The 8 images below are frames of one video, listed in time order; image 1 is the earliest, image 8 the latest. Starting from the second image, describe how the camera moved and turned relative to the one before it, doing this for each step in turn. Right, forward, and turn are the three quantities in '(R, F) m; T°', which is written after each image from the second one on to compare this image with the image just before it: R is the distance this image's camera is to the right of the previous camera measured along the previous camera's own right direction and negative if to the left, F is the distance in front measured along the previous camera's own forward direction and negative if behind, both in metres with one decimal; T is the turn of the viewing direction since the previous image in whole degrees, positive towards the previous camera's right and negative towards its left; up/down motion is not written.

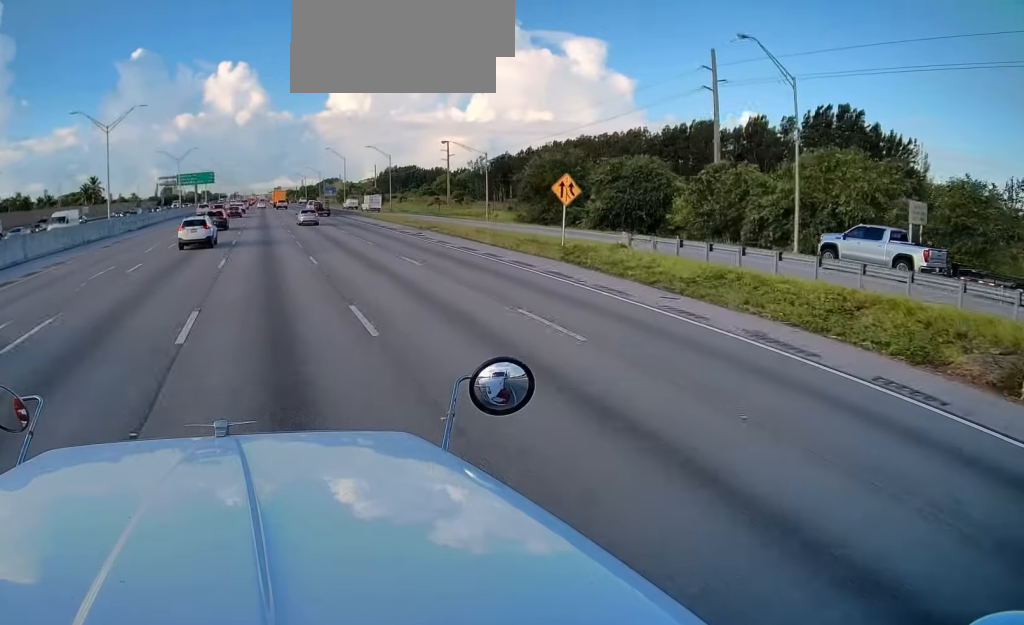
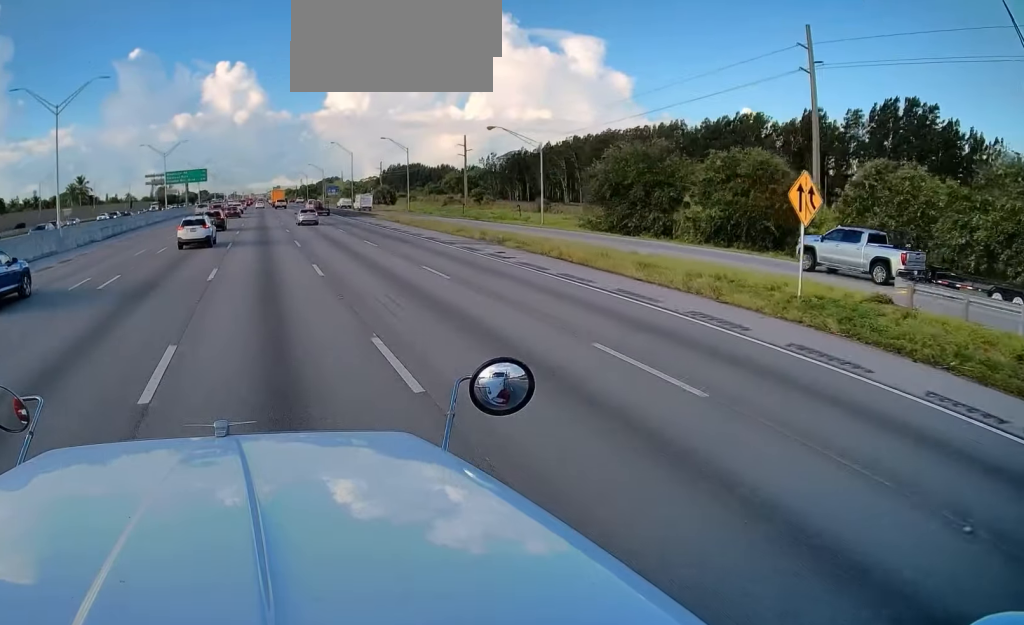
(-0.2, +15.7) m; +1°
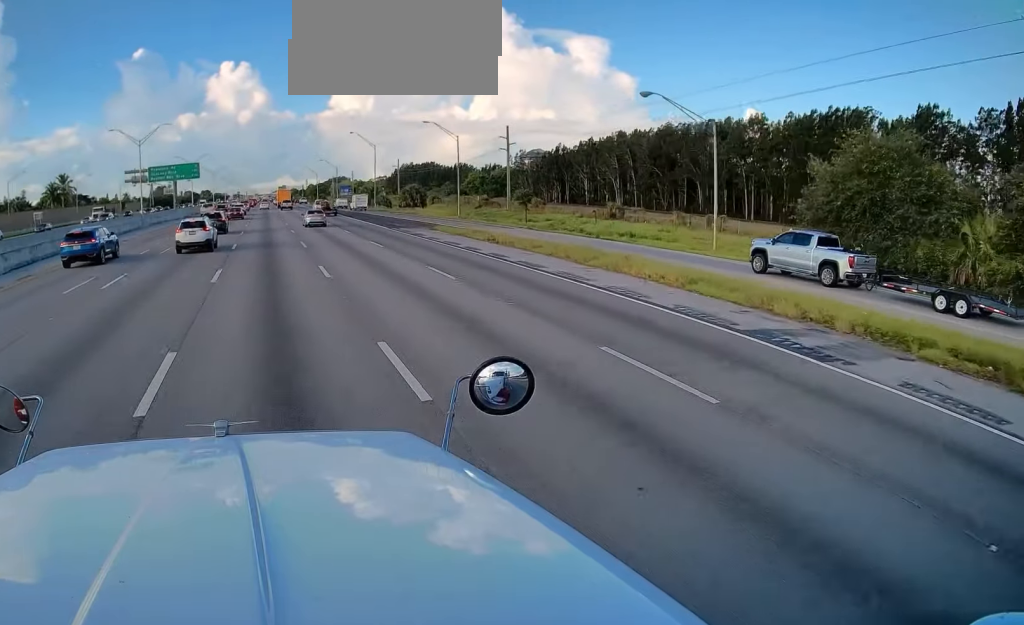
(+0.2, +23.9) m; -1°
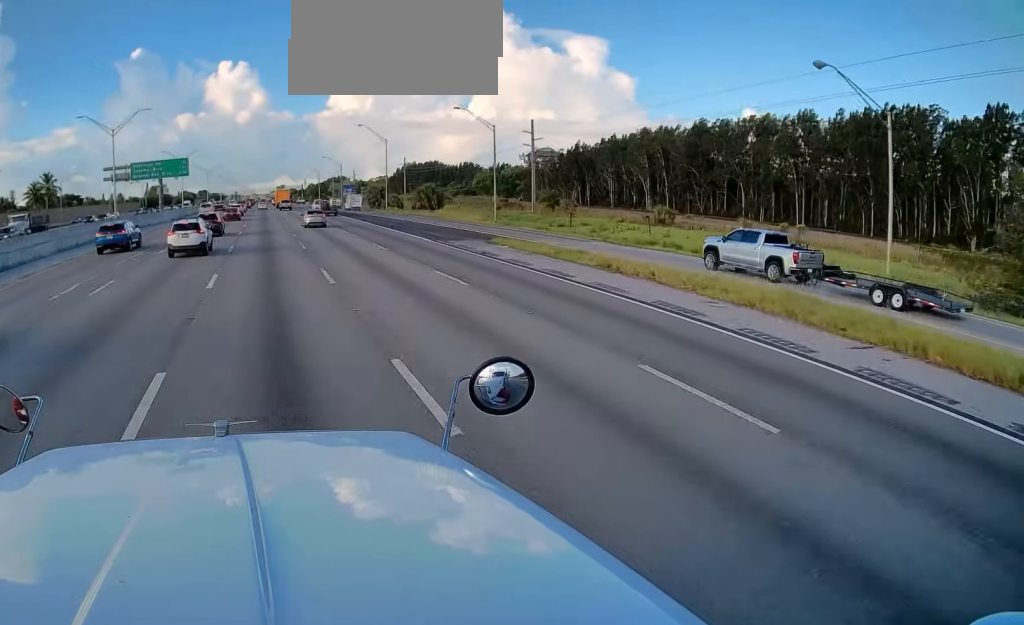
(-0.1, +13.3) m; 0°
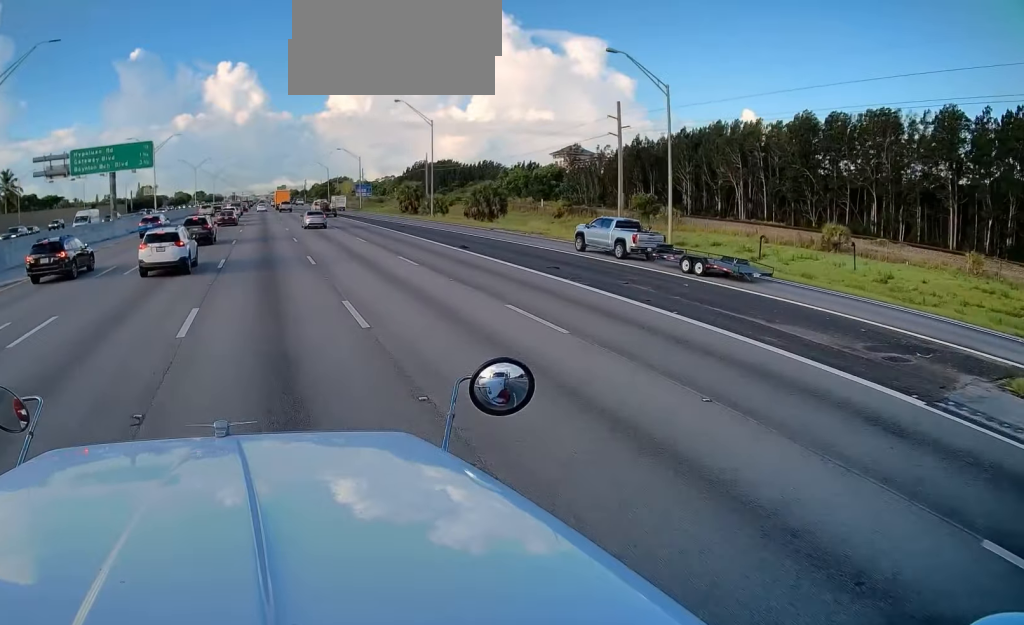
(-0.6, +28.3) m; -2°
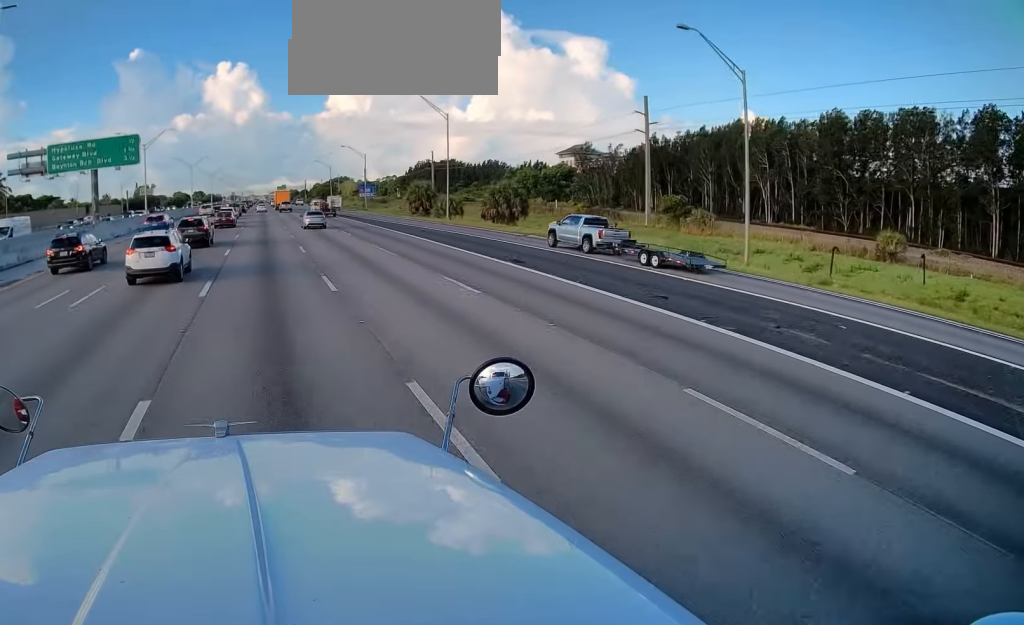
(0.0, +6.1) m; +1°
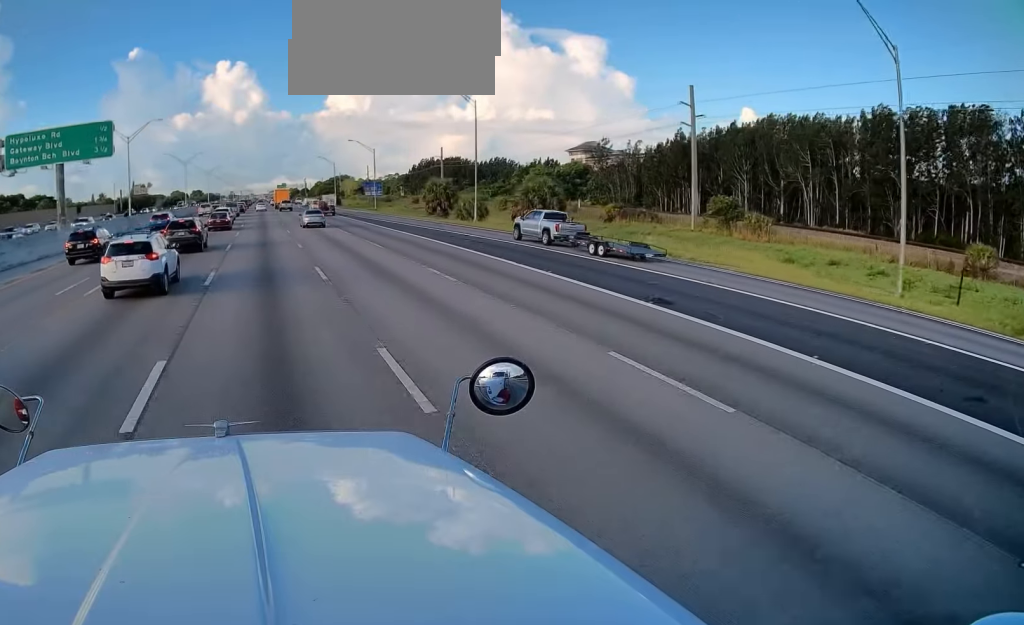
(+0.2, +8.1) m; +2°
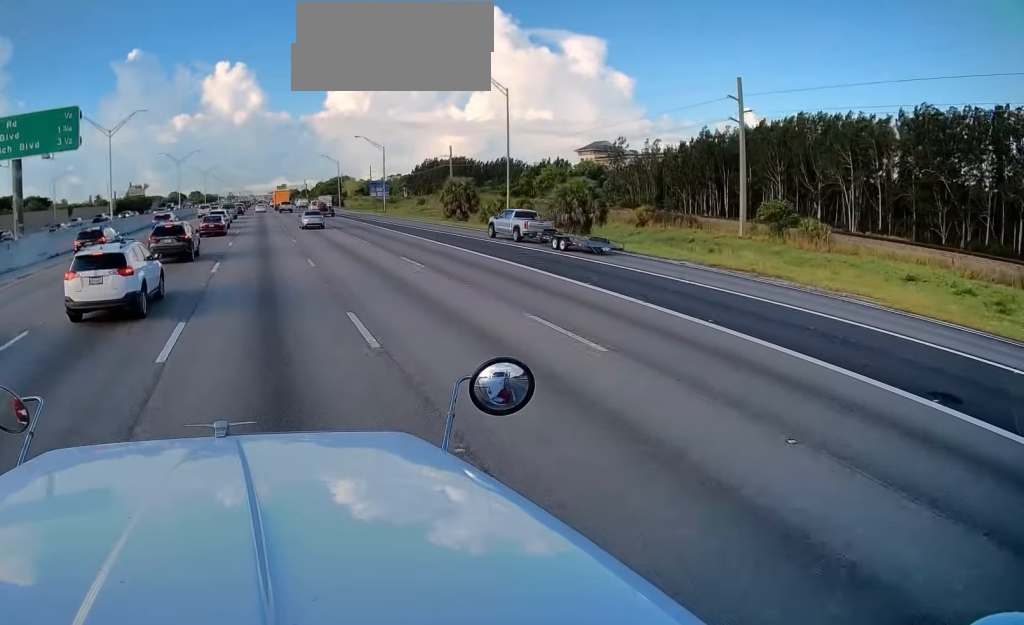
(+0.1, +7.1) m; 0°
